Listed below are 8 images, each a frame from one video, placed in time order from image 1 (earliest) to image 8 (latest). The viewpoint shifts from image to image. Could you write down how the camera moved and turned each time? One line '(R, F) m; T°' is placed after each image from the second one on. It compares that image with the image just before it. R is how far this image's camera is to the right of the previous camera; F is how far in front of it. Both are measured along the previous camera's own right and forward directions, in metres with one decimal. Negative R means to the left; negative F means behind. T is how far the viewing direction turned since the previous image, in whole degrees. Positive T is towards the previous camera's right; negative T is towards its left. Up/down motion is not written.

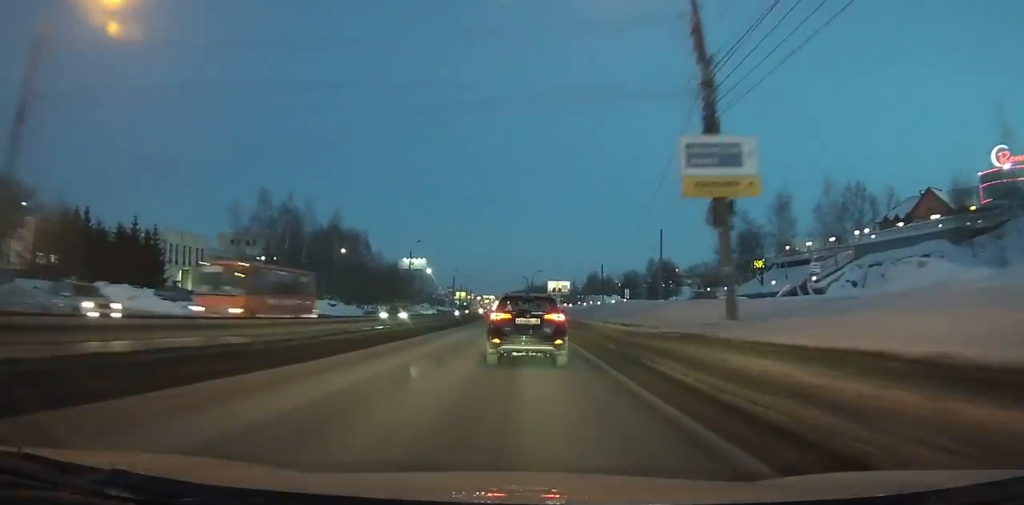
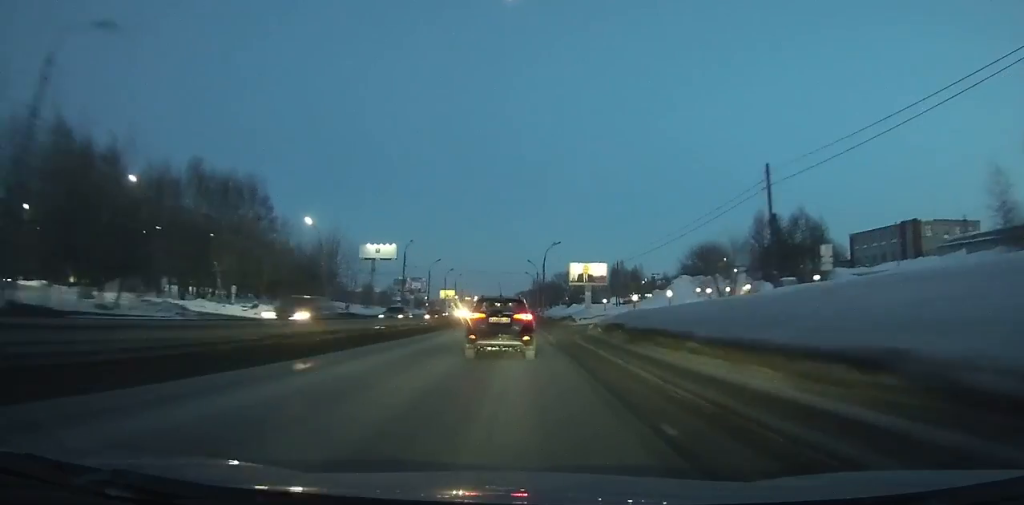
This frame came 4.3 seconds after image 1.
(-0.4, +69.0) m; -1°
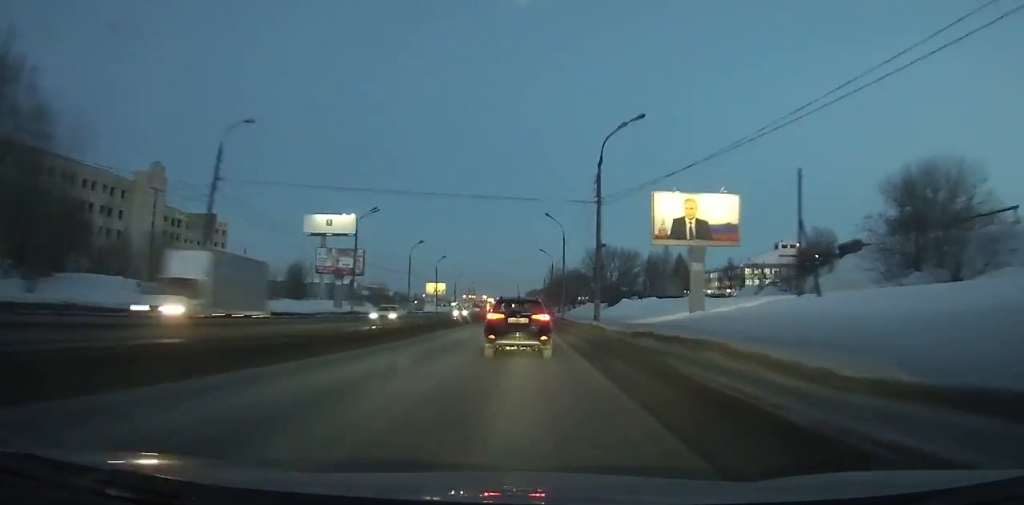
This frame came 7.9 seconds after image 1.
(-0.3, +58.5) m; -1°
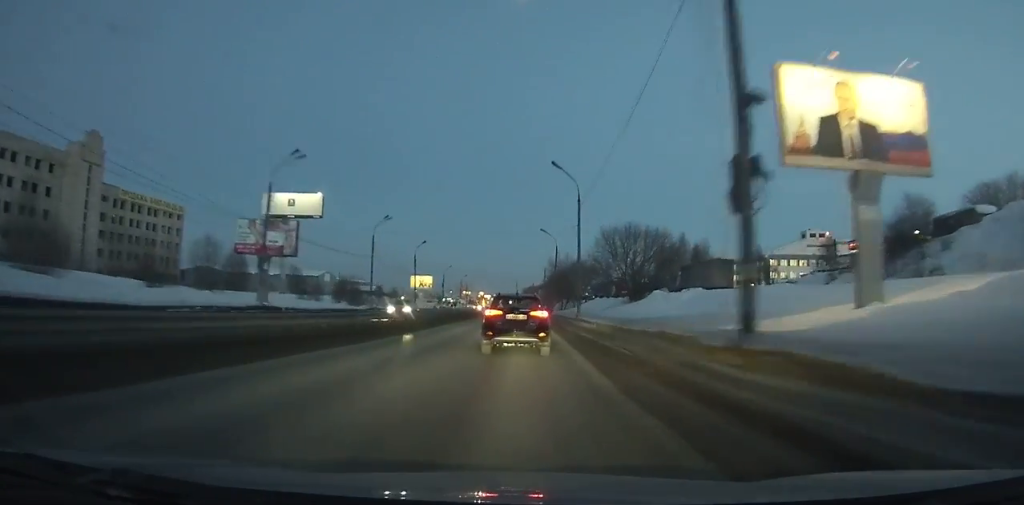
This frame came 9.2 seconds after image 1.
(0.0, +21.3) m; 0°
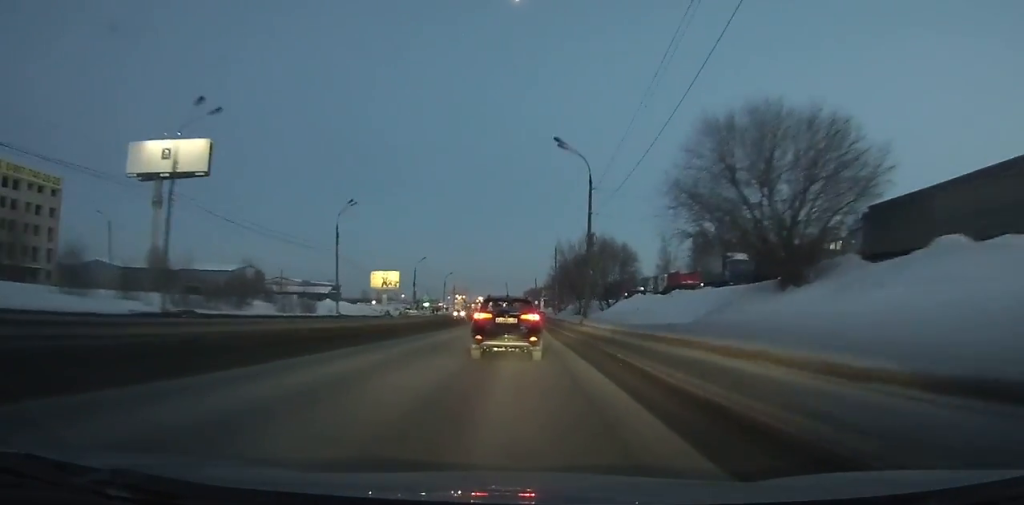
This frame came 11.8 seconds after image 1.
(-0.2, +42.6) m; 0°
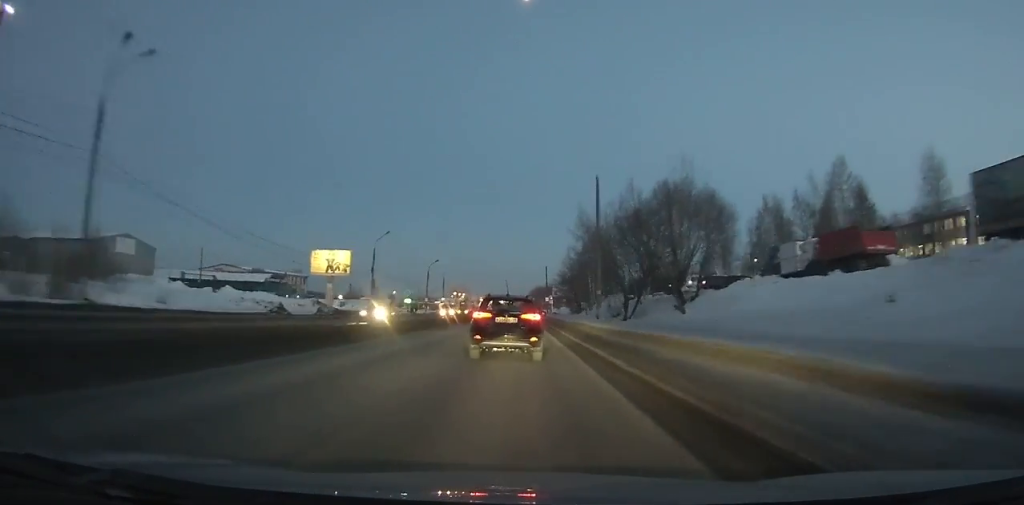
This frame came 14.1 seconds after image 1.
(-0.1, +37.1) m; 0°
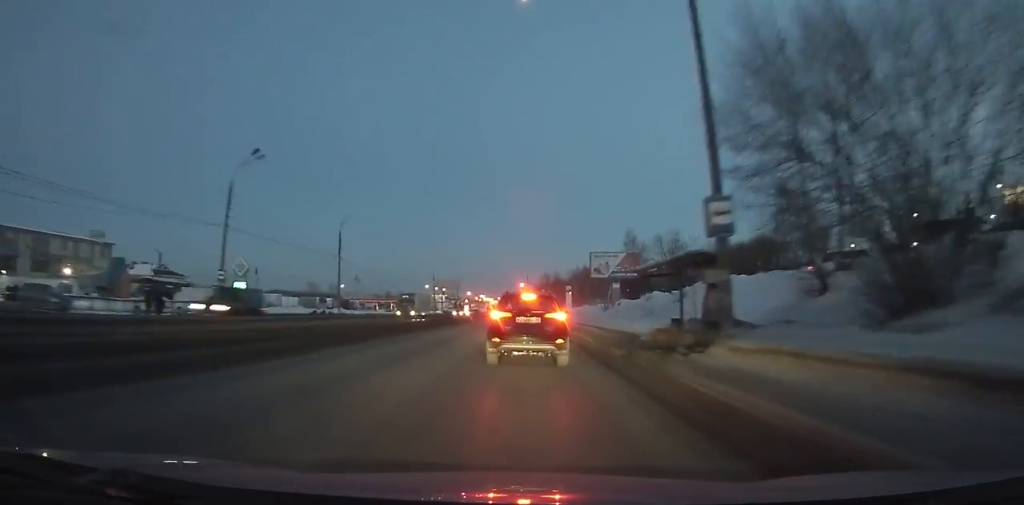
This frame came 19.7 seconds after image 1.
(+0.1, +81.8) m; 0°
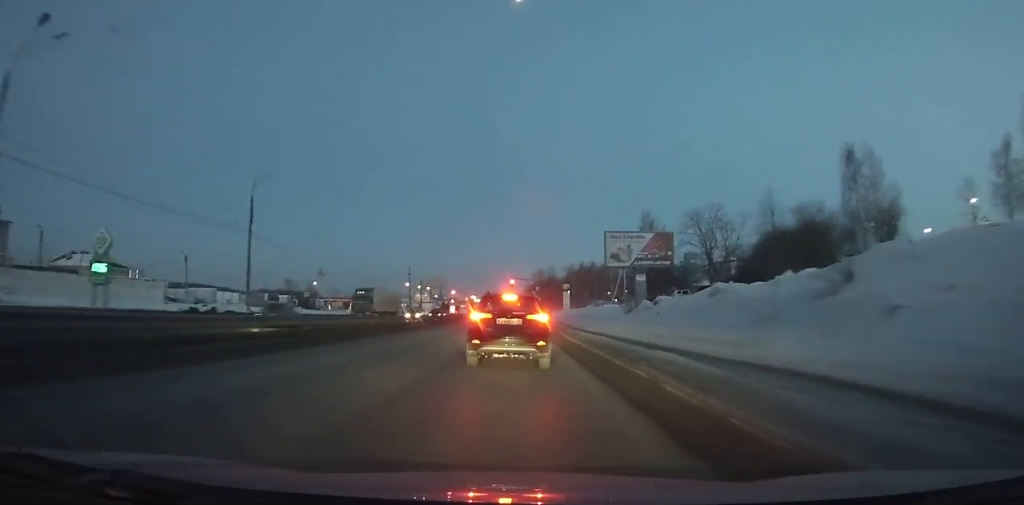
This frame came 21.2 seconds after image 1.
(+0.1, +18.9) m; 0°
